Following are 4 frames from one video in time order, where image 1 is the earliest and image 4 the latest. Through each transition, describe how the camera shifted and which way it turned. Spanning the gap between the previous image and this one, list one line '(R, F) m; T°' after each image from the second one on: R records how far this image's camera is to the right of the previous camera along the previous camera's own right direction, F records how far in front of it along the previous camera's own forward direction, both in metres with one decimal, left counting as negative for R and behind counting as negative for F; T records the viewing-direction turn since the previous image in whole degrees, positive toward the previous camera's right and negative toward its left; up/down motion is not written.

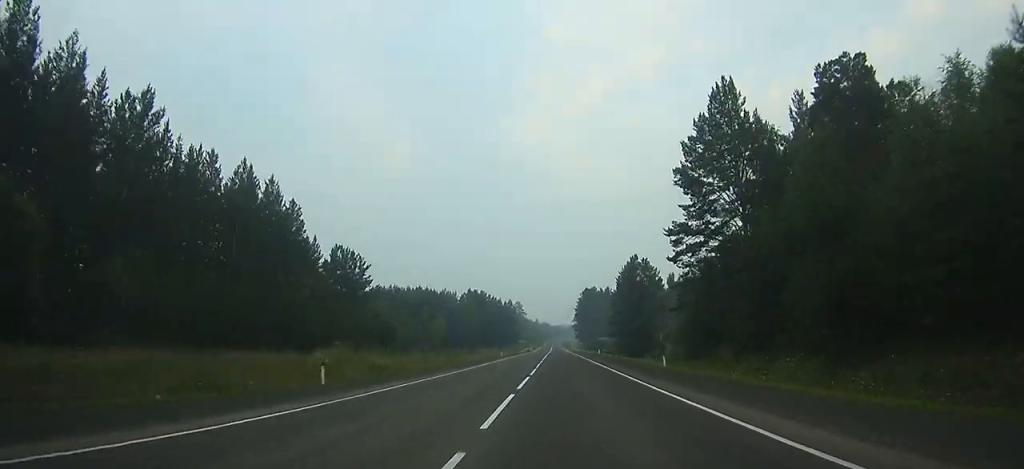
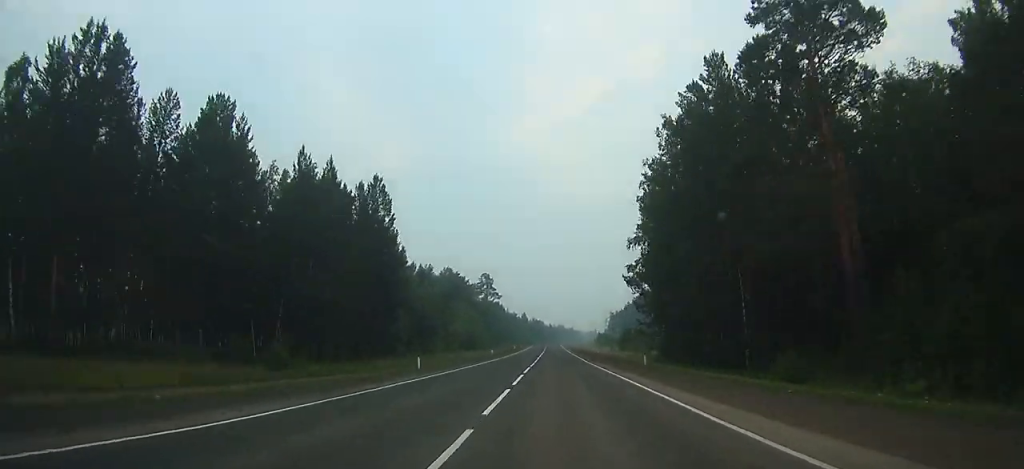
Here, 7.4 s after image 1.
(0.0, +196.0) m; 0°
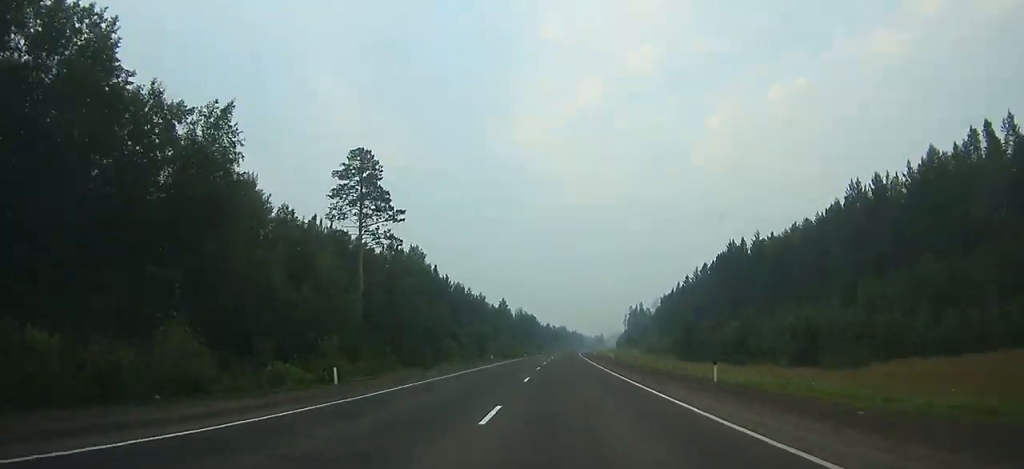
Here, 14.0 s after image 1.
(-0.3, +162.3) m; +1°
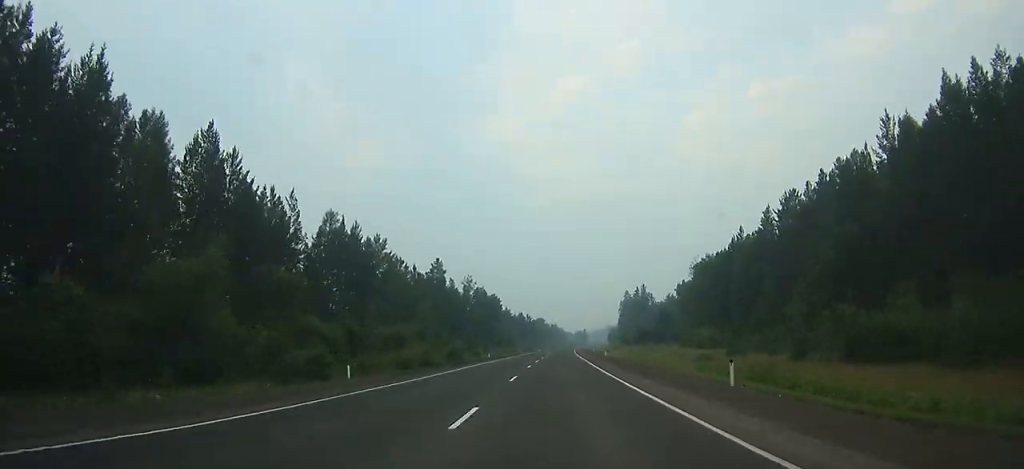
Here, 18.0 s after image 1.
(+1.7, +95.9) m; +2°
